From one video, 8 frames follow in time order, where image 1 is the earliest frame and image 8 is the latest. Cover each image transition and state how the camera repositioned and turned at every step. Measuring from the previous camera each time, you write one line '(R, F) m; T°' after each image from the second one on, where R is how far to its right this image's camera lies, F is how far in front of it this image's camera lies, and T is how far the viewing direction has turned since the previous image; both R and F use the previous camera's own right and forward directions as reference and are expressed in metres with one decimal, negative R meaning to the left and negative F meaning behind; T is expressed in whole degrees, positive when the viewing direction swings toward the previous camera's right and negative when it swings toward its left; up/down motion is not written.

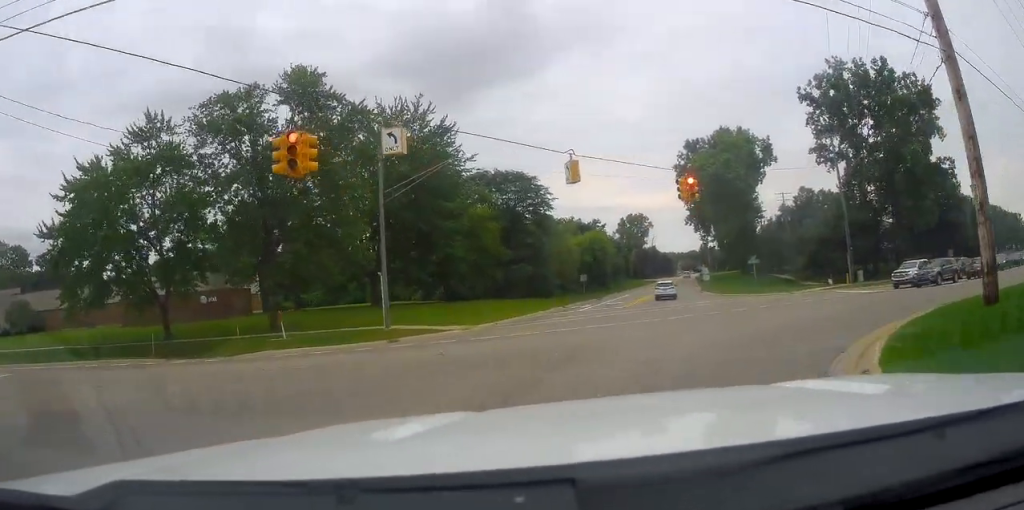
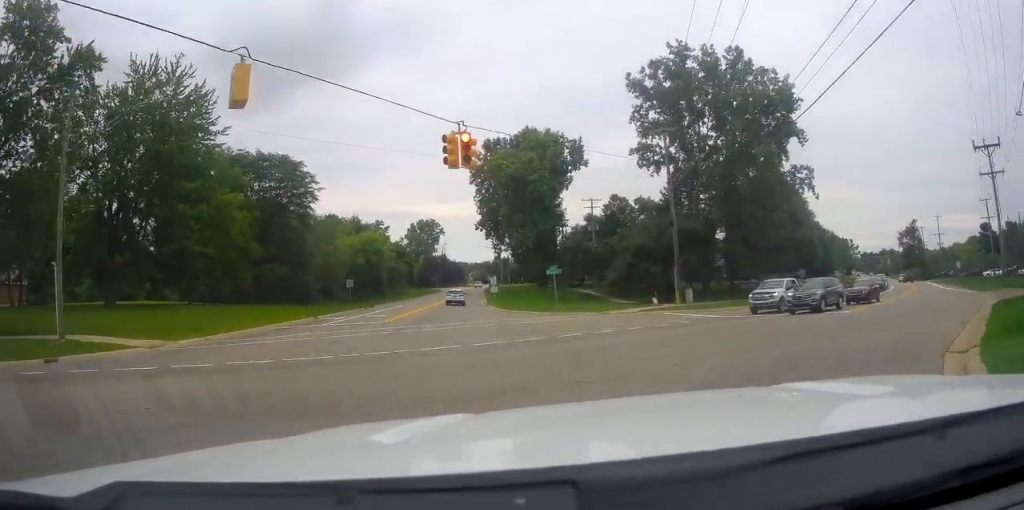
(+1.8, +11.7) m; +19°
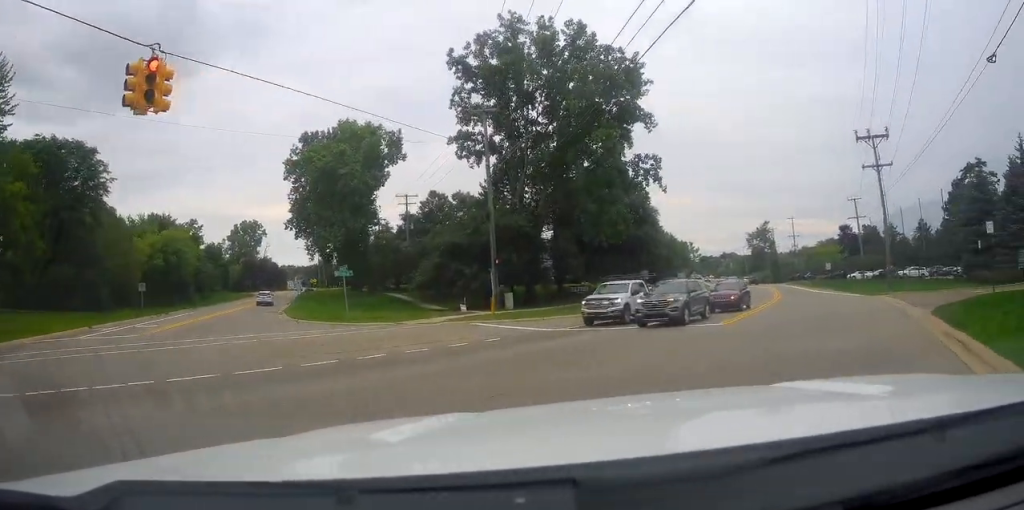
(+1.1, +7.7) m; +15°
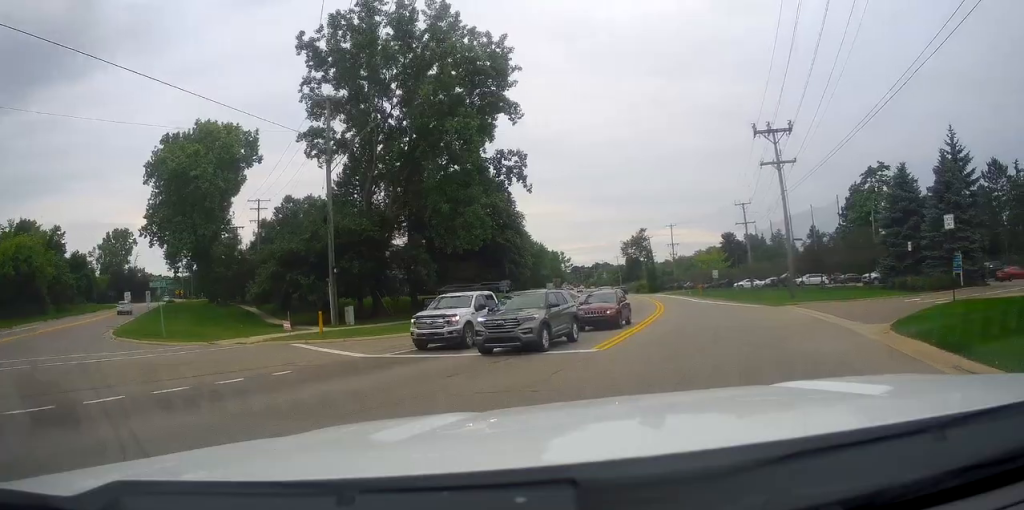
(+0.4, +5.7) m; +10°
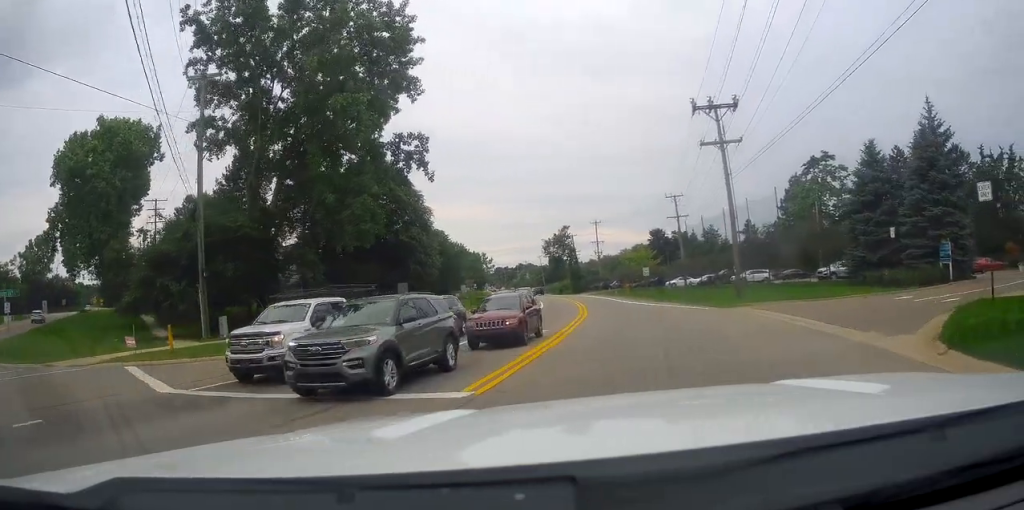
(+0.7, +5.8) m; +9°
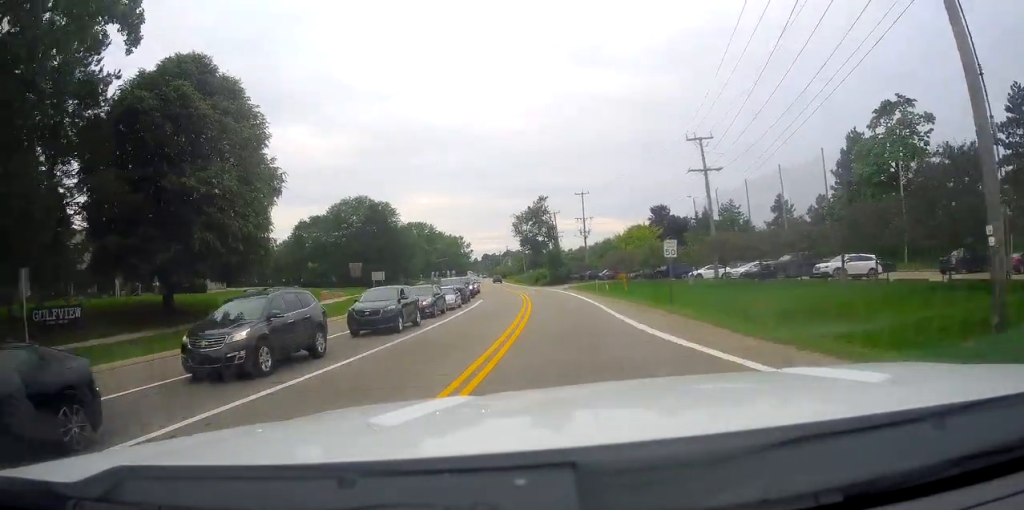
(+4.9, +24.7) m; +12°
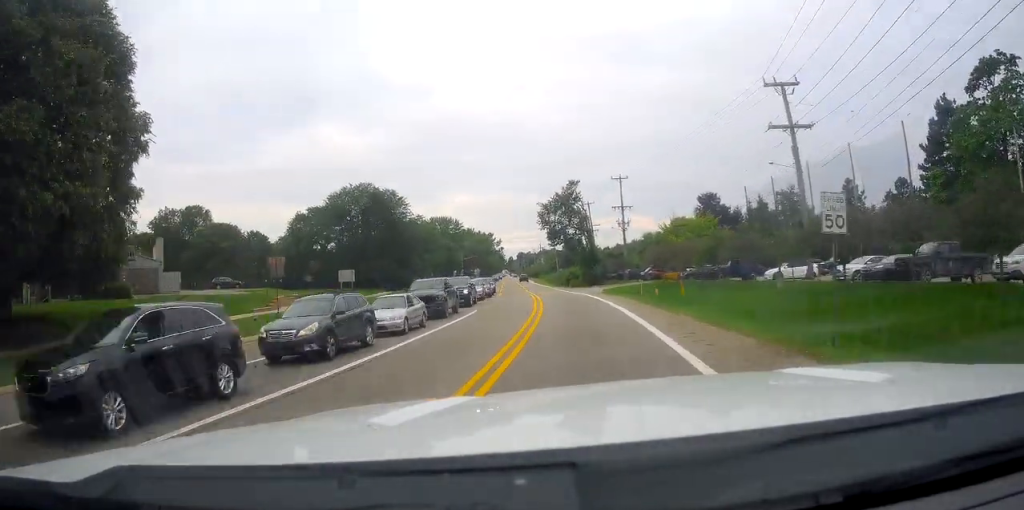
(-0.9, +13.1) m; -4°
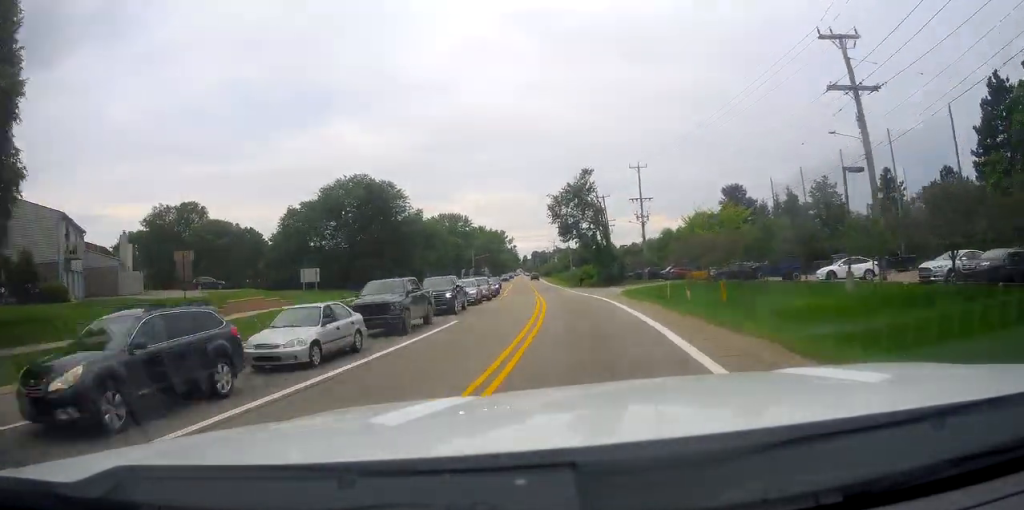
(-0.1, +7.2) m; -1°
